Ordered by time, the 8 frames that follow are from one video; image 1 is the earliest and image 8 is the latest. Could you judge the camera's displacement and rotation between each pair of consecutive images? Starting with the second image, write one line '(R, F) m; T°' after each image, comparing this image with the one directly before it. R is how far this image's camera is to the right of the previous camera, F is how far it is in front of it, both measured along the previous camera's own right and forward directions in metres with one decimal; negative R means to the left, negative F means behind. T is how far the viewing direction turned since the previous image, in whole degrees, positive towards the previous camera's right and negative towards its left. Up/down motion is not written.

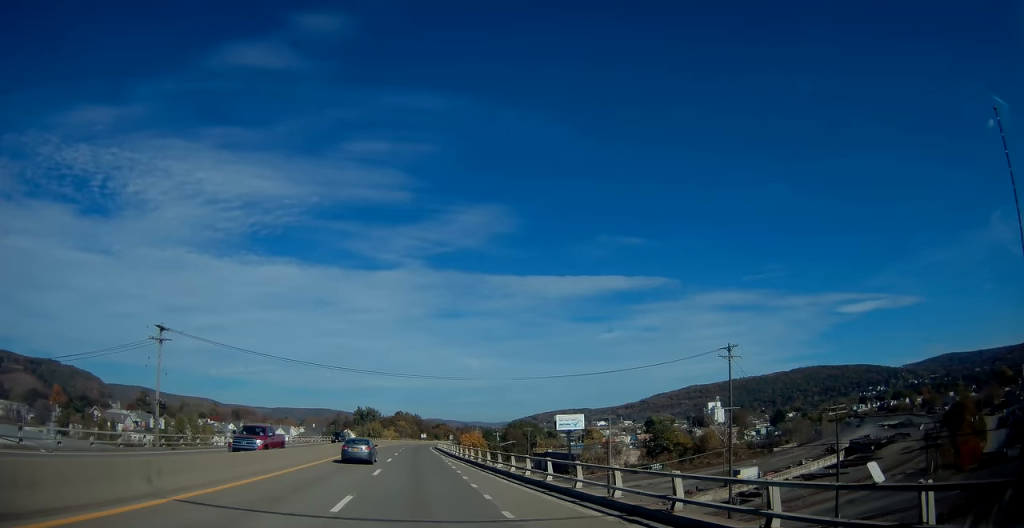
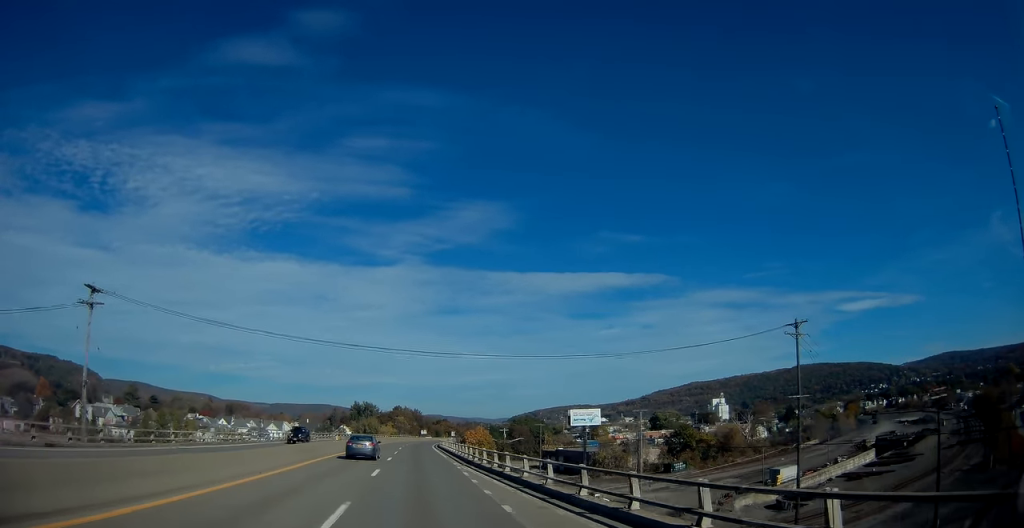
(0.0, +13.1) m; 0°
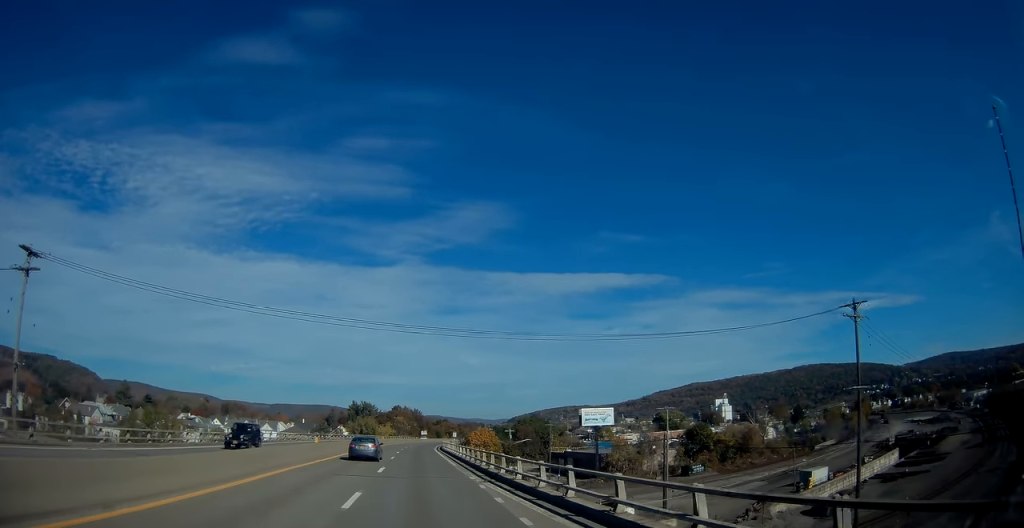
(+0.1, +9.2) m; 0°
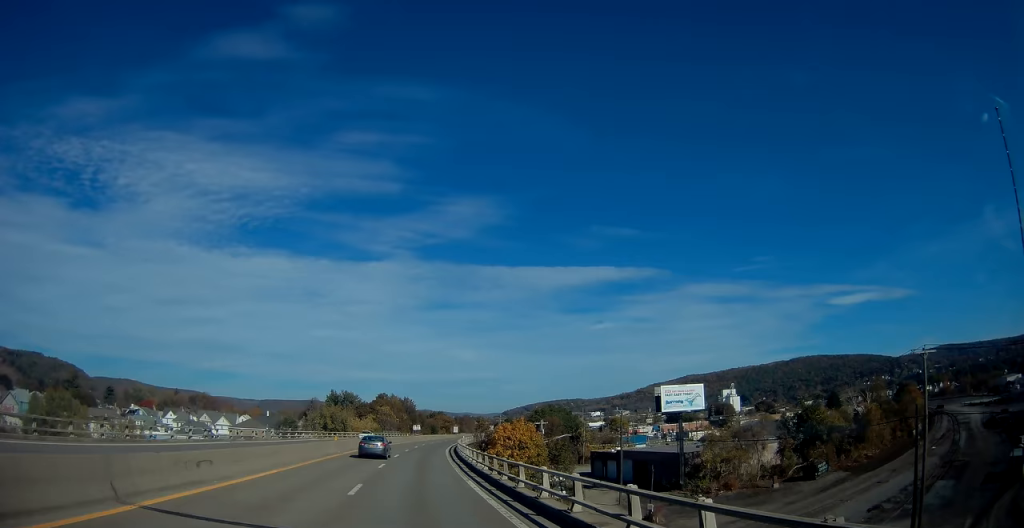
(+0.1, +47.5) m; +1°
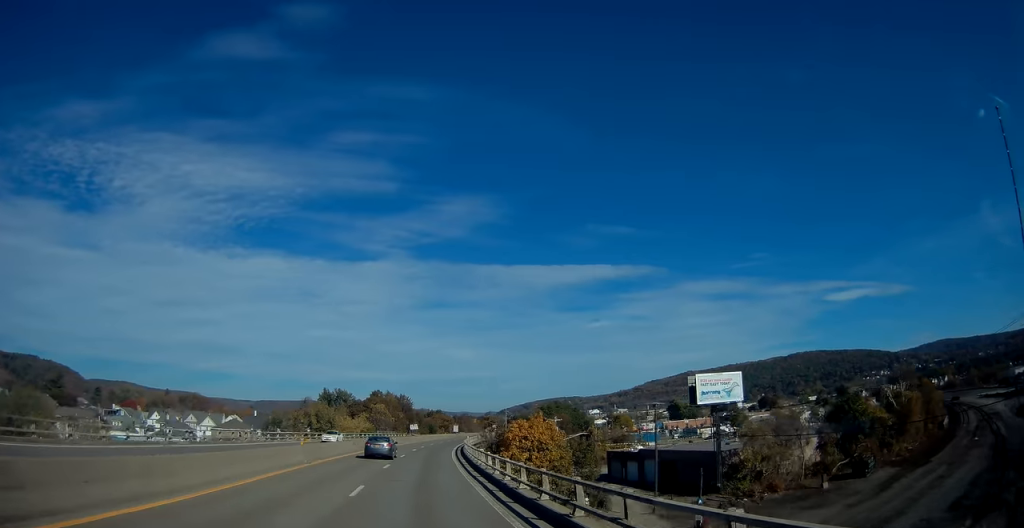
(0.0, +13.1) m; 0°
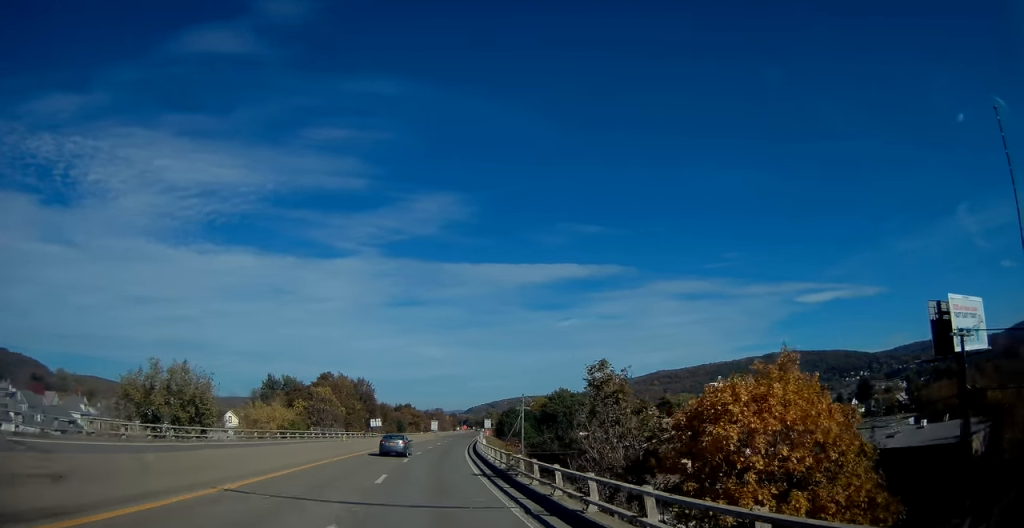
(+0.4, +51.5) m; +3°
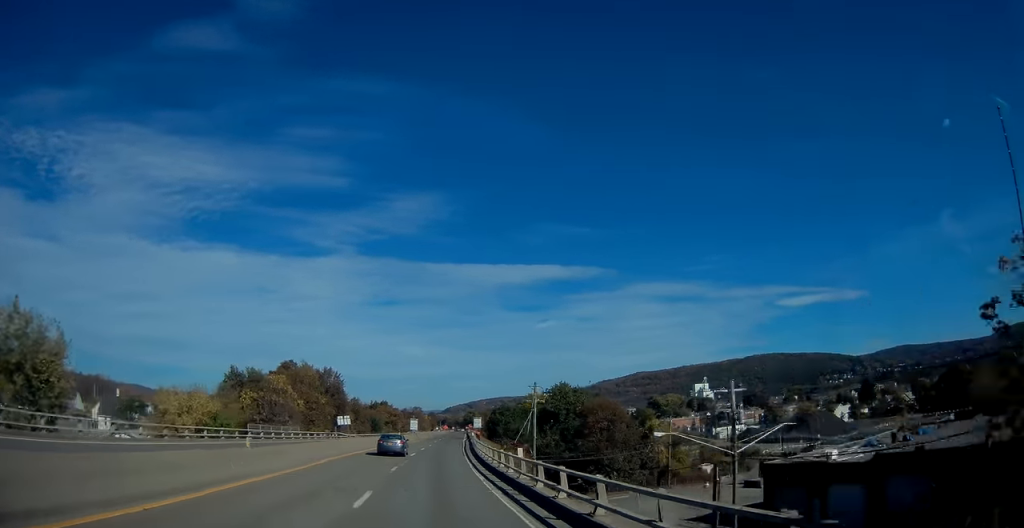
(+0.6, +18.8) m; +2°
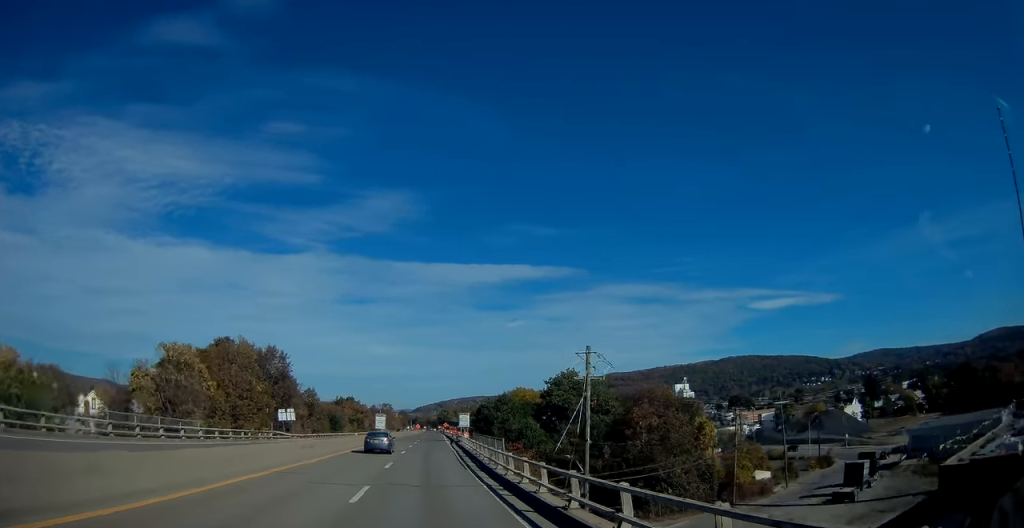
(+0.6, +23.5) m; +2°
